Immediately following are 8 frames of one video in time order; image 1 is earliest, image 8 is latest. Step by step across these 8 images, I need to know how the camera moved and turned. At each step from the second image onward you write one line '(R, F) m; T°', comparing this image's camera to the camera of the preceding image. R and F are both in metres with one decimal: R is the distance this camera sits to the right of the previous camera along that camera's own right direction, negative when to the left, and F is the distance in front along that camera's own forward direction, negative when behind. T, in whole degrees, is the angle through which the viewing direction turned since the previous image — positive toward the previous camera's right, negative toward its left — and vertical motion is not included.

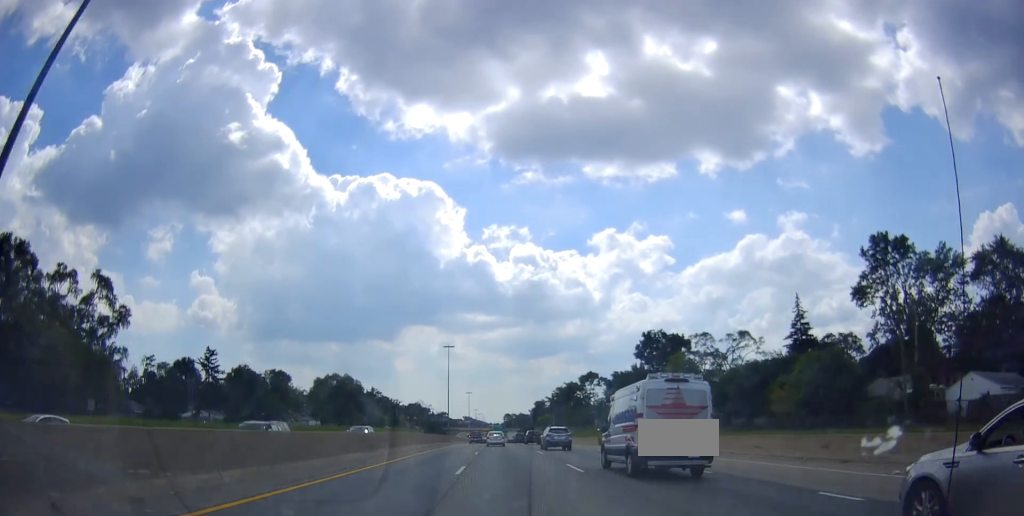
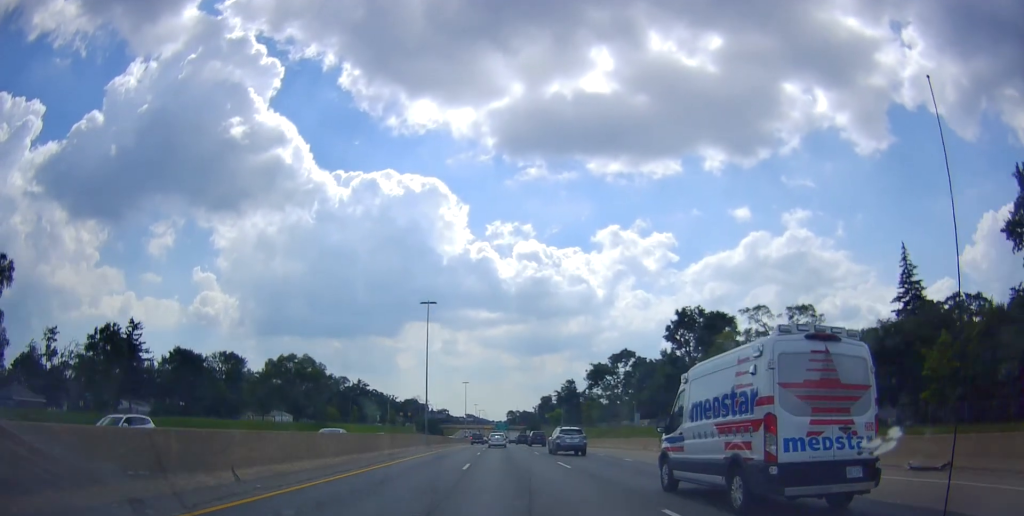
(-0.4, +27.8) m; +1°
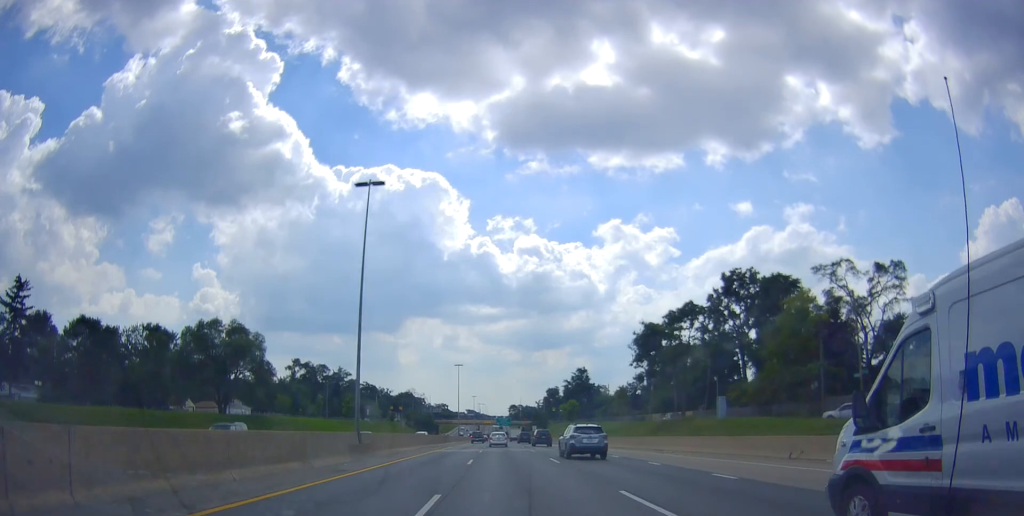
(+0.6, +27.7) m; +1°
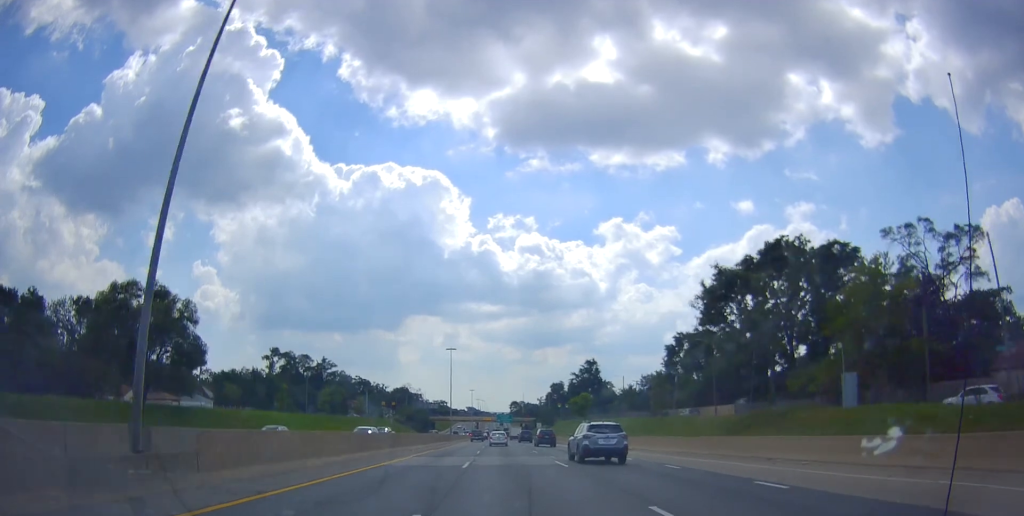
(0.0, +18.1) m; 0°
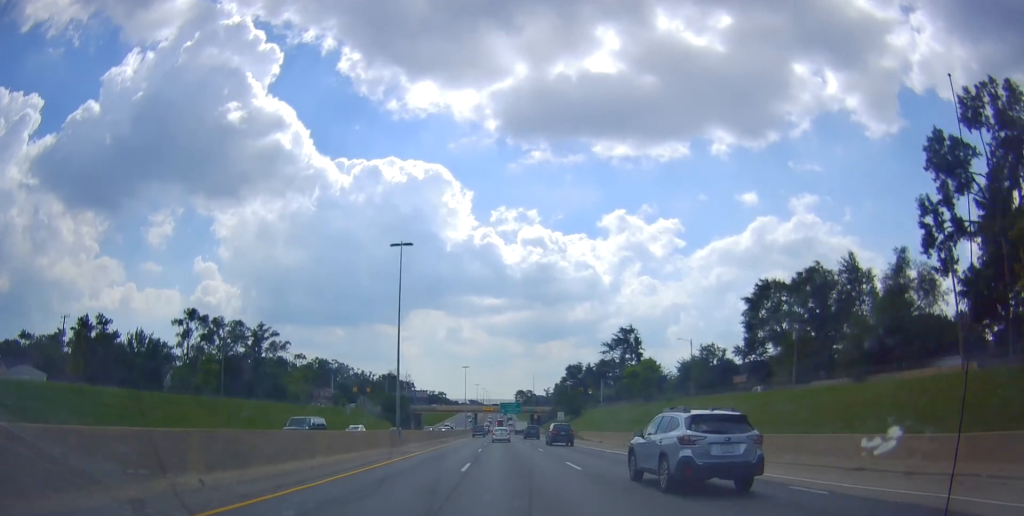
(-0.8, +48.2) m; -1°
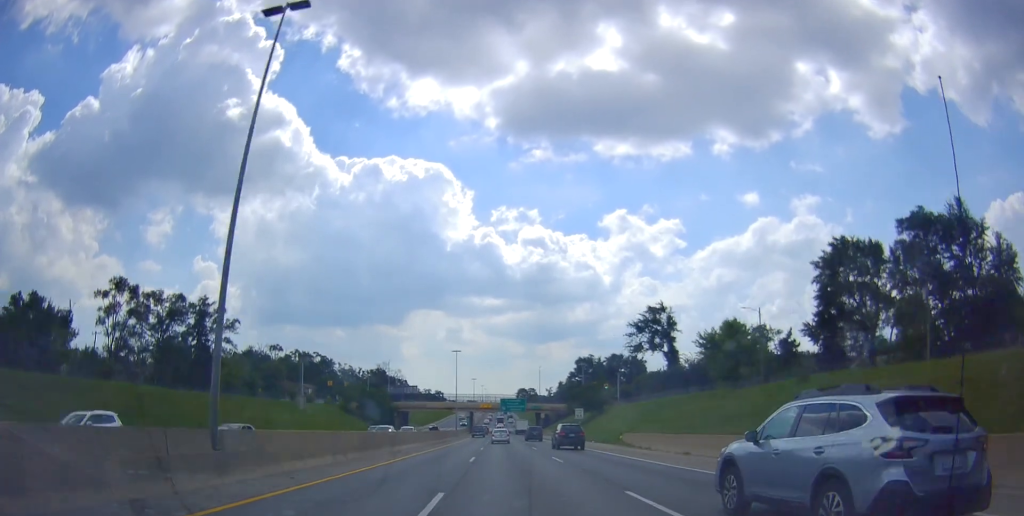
(0.0, +25.9) m; 0°
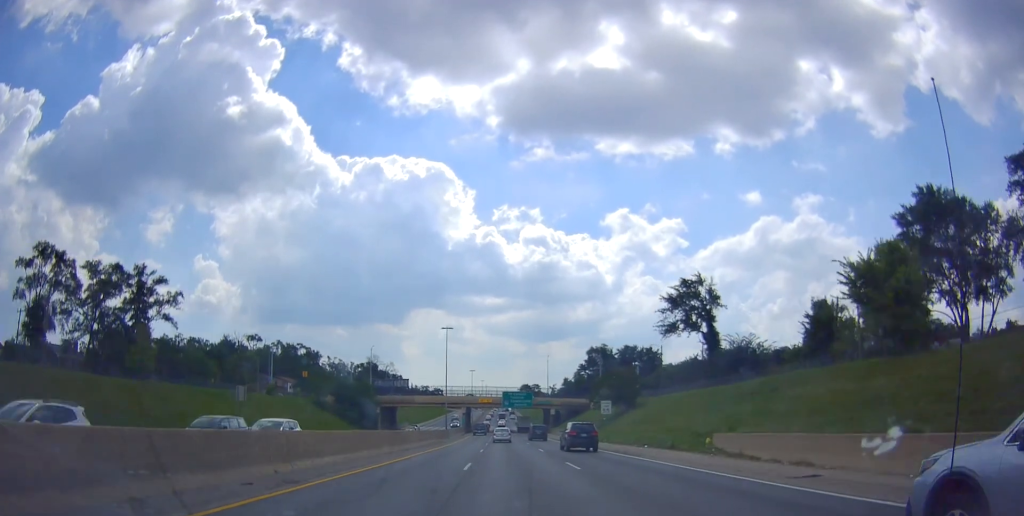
(+0.1, +20.6) m; 0°
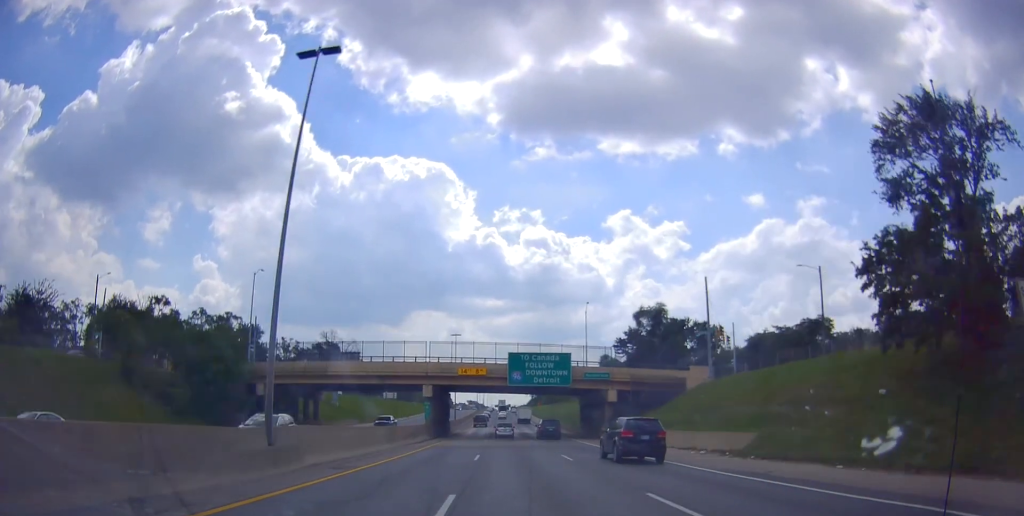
(-0.2, +57.4) m; -1°
